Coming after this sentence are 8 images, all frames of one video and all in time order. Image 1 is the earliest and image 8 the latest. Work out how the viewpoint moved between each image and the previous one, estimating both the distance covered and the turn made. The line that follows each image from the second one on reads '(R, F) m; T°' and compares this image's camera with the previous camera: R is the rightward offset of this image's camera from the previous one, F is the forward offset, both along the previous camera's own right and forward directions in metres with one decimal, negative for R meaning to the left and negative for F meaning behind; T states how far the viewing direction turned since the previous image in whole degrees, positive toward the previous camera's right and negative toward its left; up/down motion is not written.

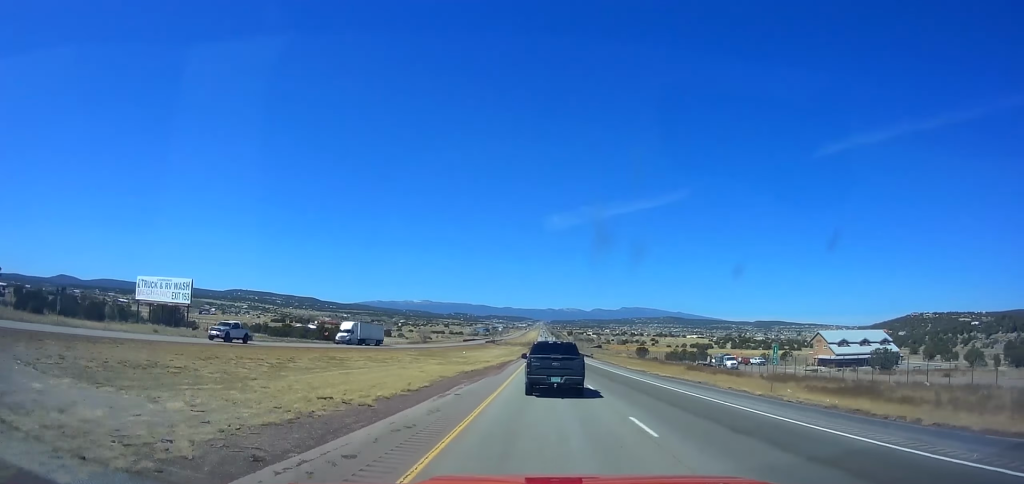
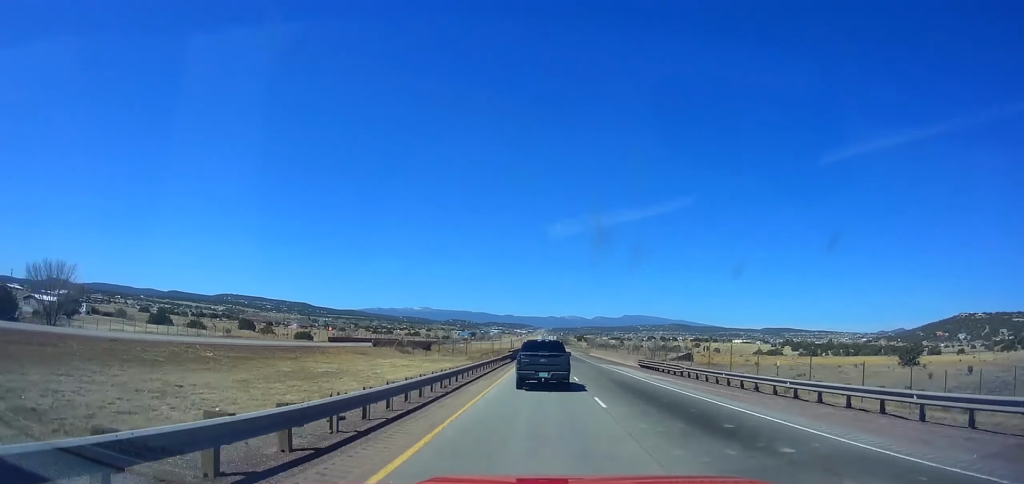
(+1.8, +178.1) m; 0°
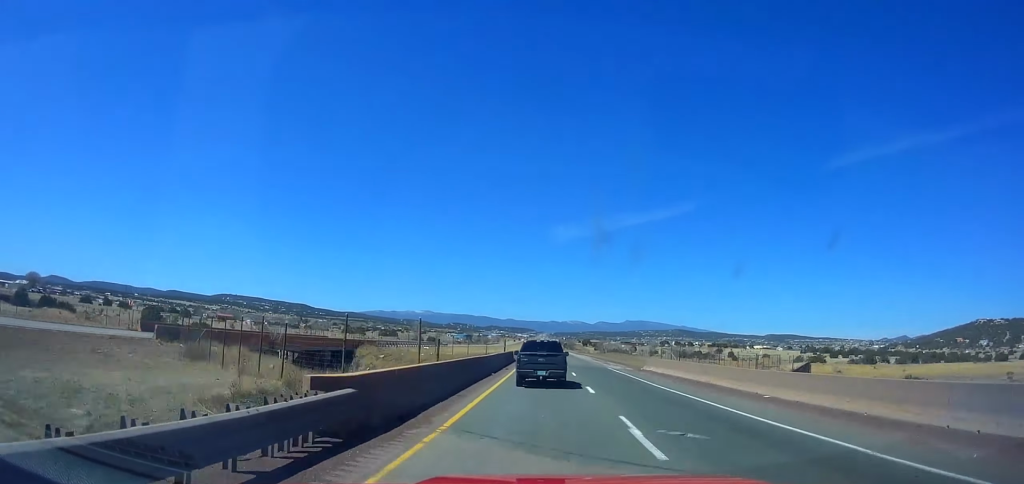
(-0.3, +53.4) m; 0°
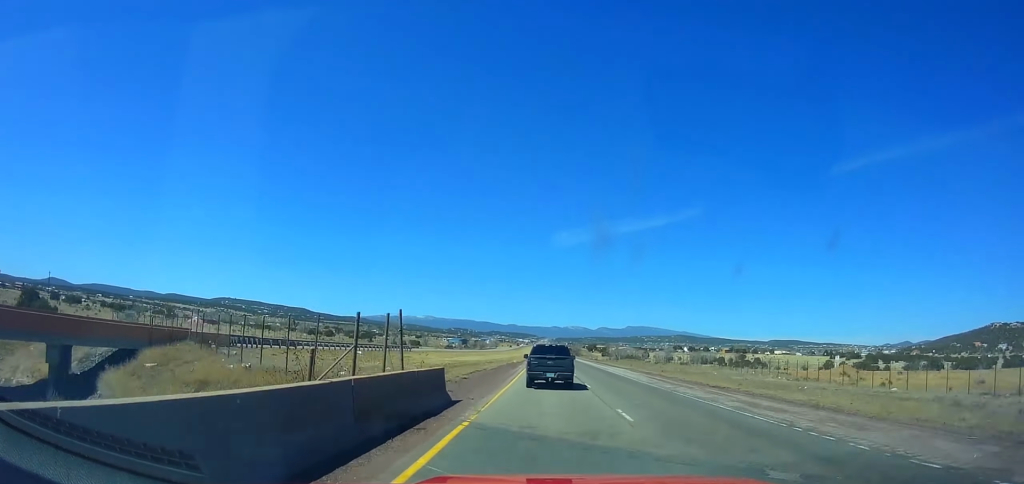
(-0.4, +43.9) m; 0°
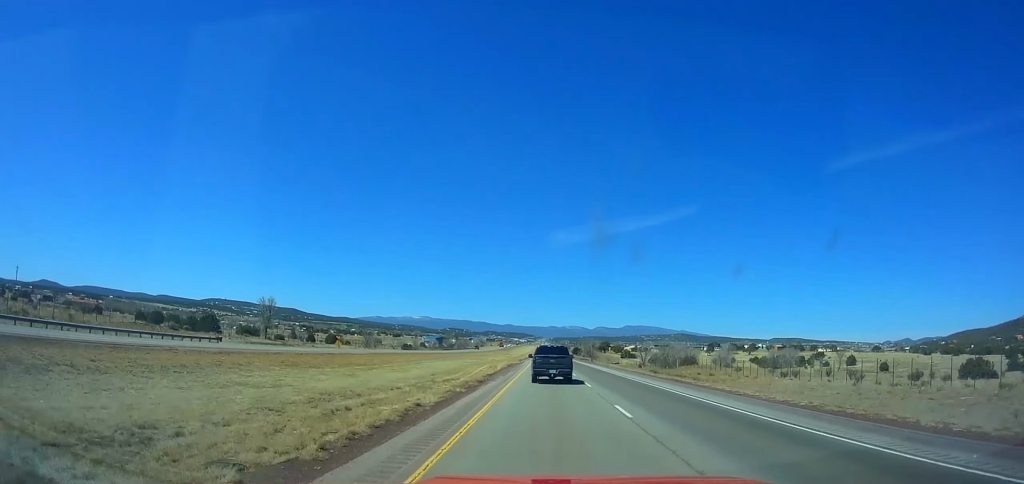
(+0.3, +109.1) m; +1°
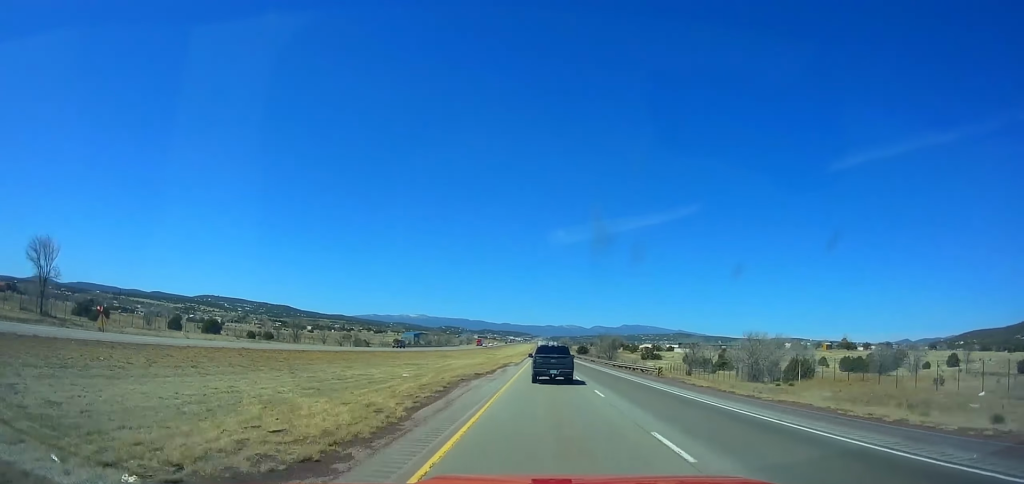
(+0.3, +65.2) m; 0°
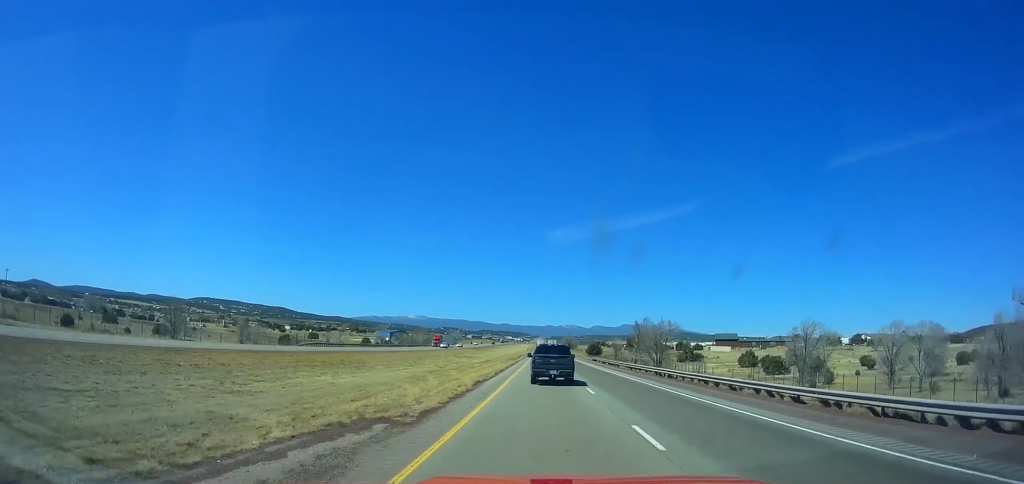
(-0.1, +58.7) m; 0°
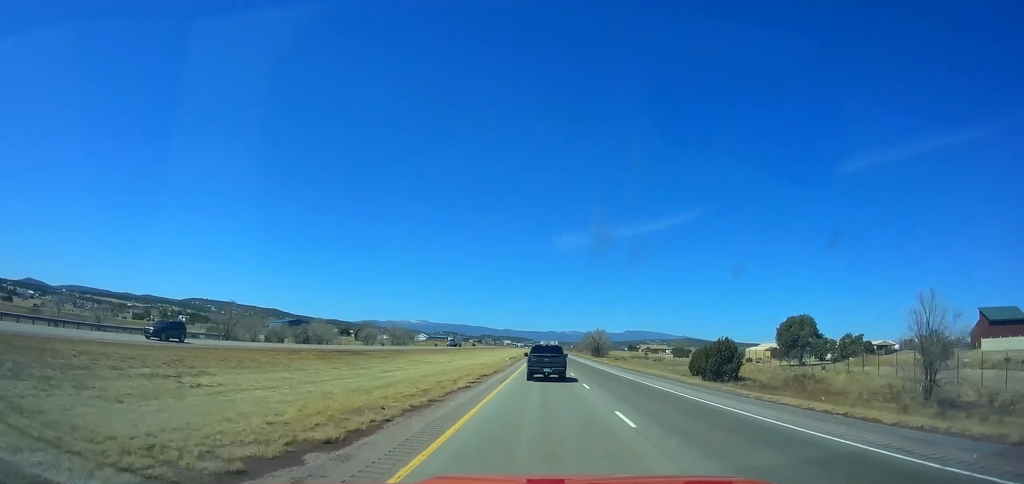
(+0.3, +144.4) m; 0°
